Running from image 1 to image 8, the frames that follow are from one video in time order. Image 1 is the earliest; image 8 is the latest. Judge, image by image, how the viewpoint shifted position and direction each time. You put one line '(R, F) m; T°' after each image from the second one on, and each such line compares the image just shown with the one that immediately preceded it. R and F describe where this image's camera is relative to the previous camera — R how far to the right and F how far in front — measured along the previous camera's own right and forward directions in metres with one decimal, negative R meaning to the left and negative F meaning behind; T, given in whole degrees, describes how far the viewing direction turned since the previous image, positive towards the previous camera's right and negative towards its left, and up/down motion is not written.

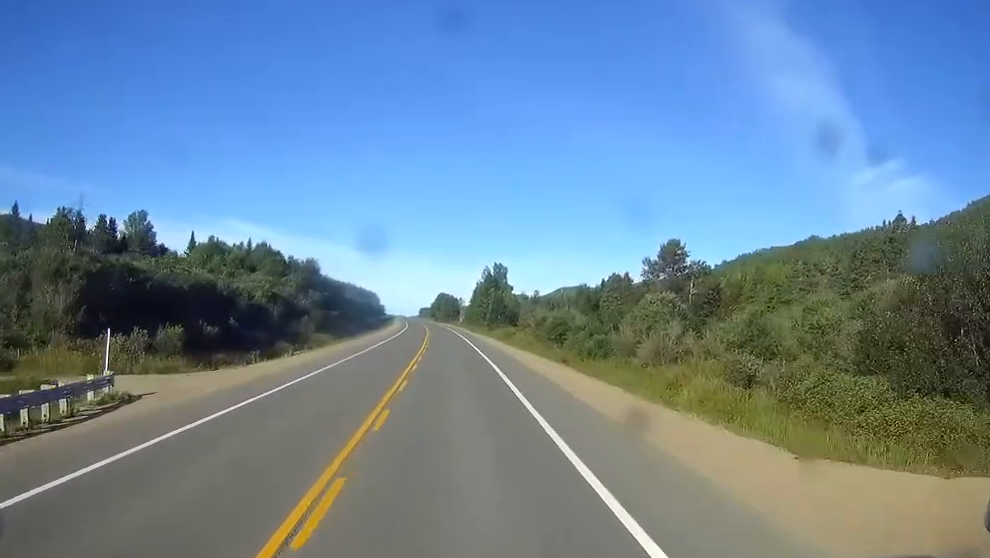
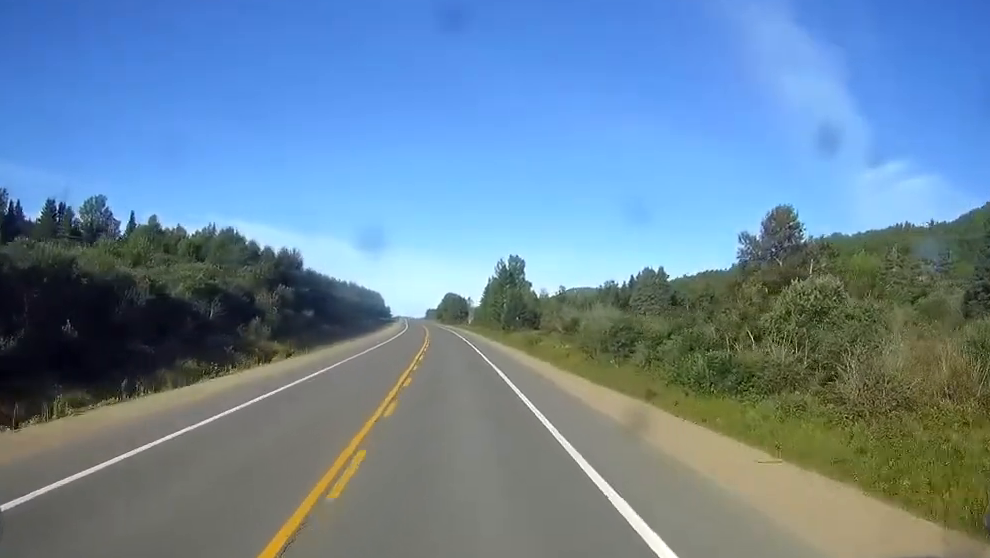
(-0.1, +33.3) m; -1°
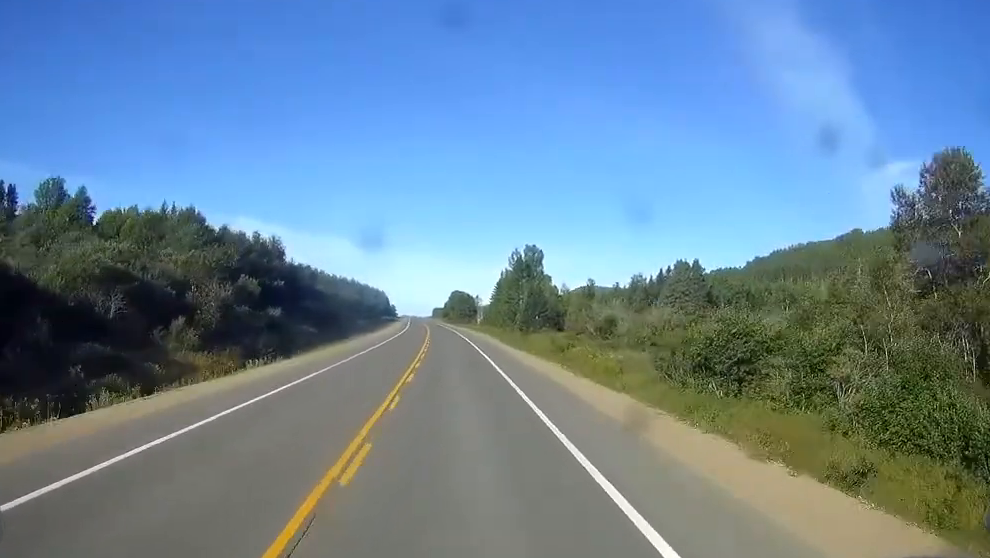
(-0.1, +25.9) m; 0°
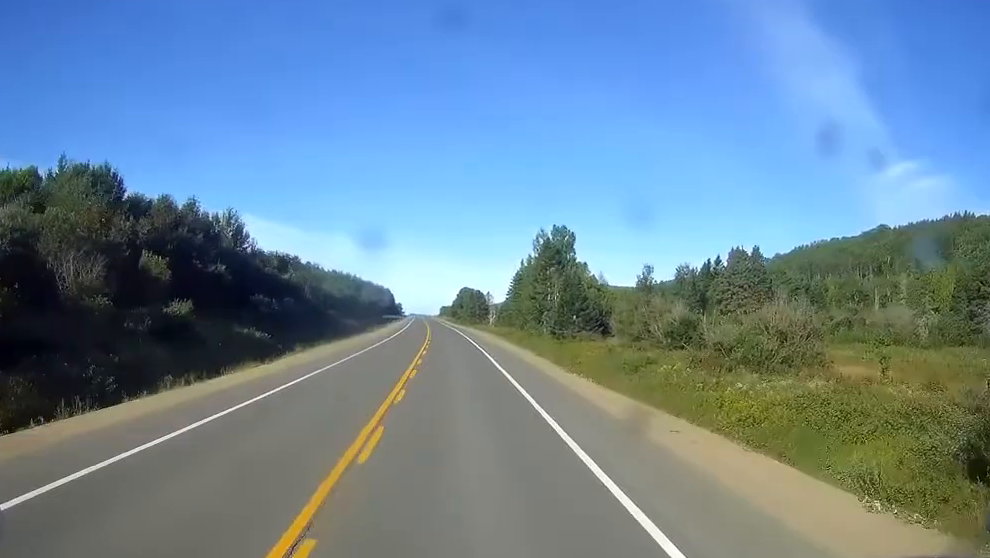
(0.0, +34.1) m; 0°
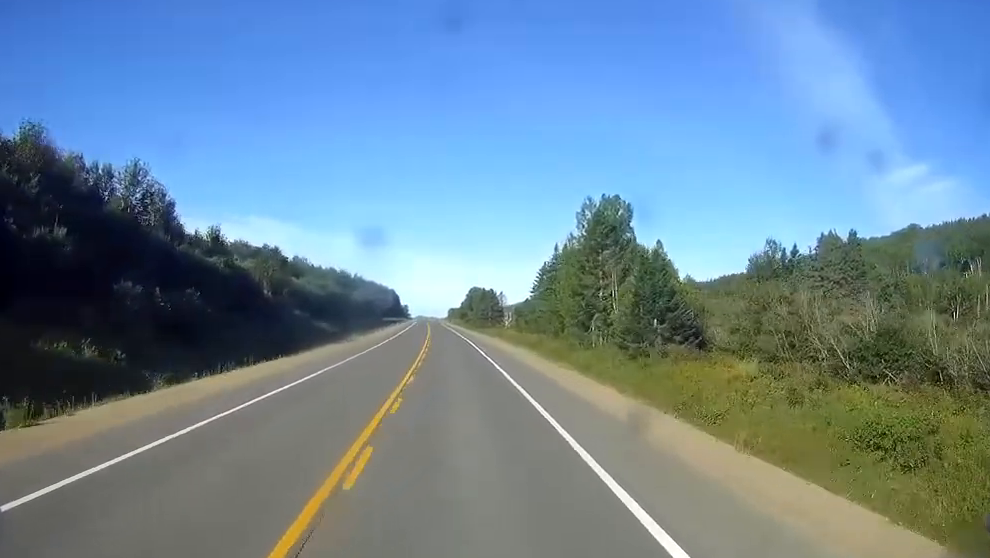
(-0.2, +37.8) m; 0°
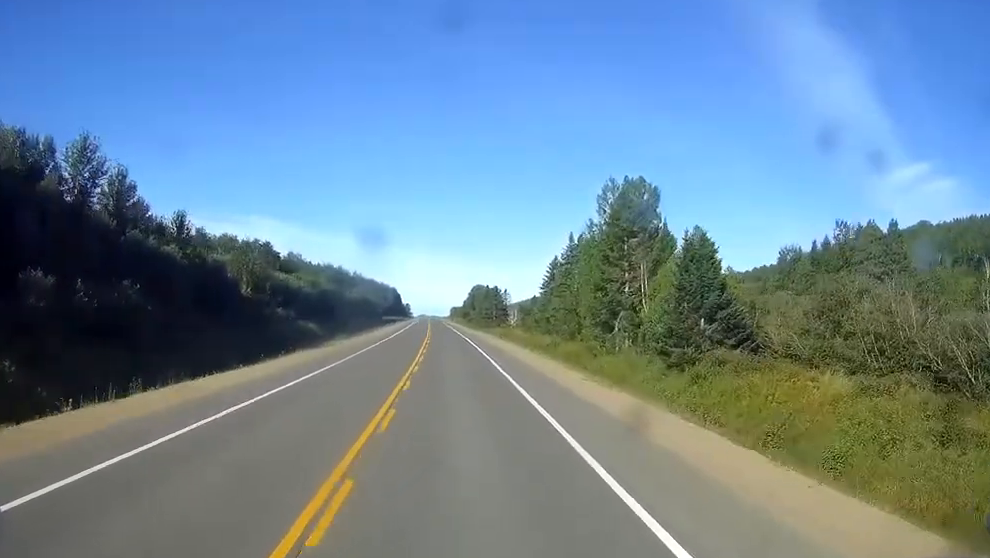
(0.0, +12.0) m; 0°
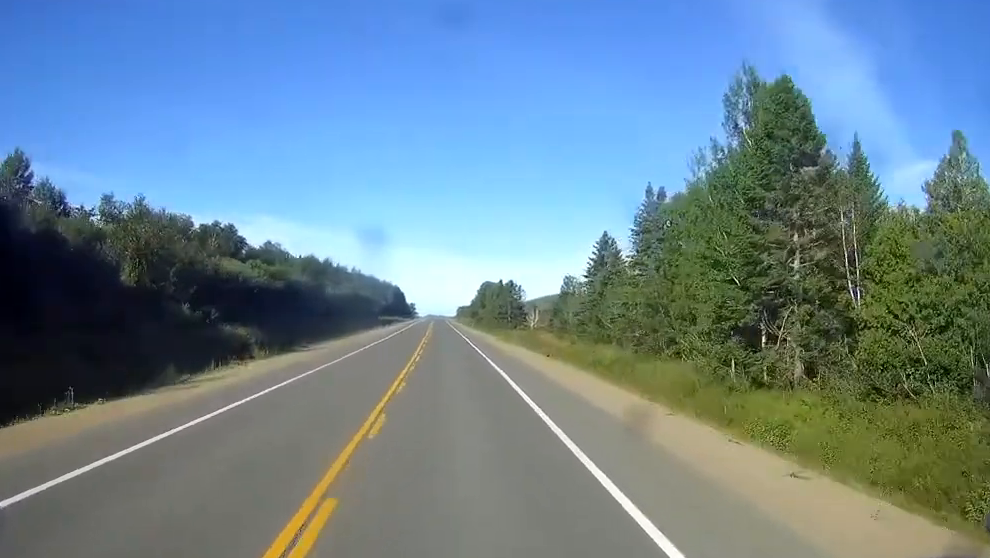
(-0.1, +36.9) m; -1°
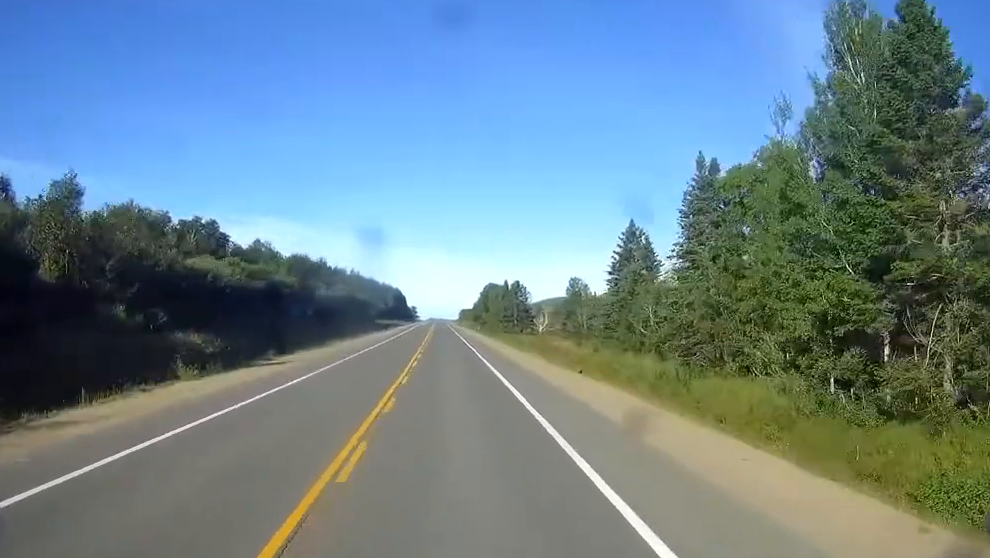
(0.0, +13.0) m; 0°
